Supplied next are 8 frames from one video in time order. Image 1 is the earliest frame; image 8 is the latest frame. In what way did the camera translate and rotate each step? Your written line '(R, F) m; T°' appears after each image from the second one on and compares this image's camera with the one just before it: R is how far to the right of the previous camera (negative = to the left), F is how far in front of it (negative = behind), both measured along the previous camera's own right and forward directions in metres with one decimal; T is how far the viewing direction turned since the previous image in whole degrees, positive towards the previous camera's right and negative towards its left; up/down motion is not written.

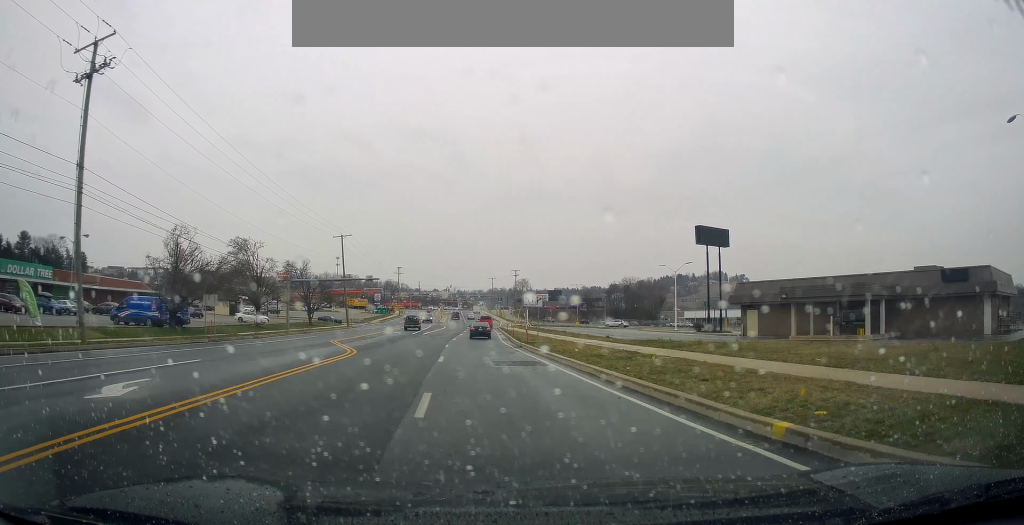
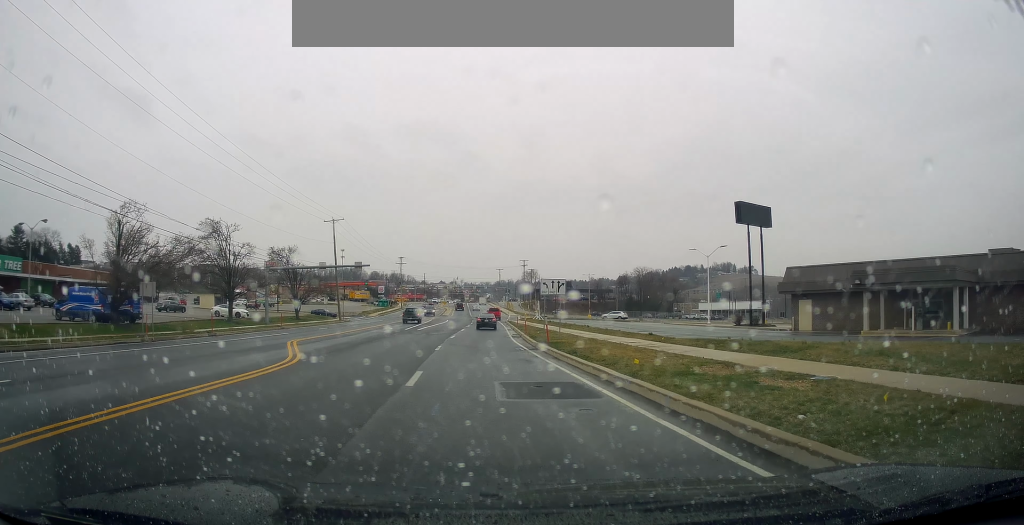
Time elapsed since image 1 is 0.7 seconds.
(0.0, +8.6) m; +1°
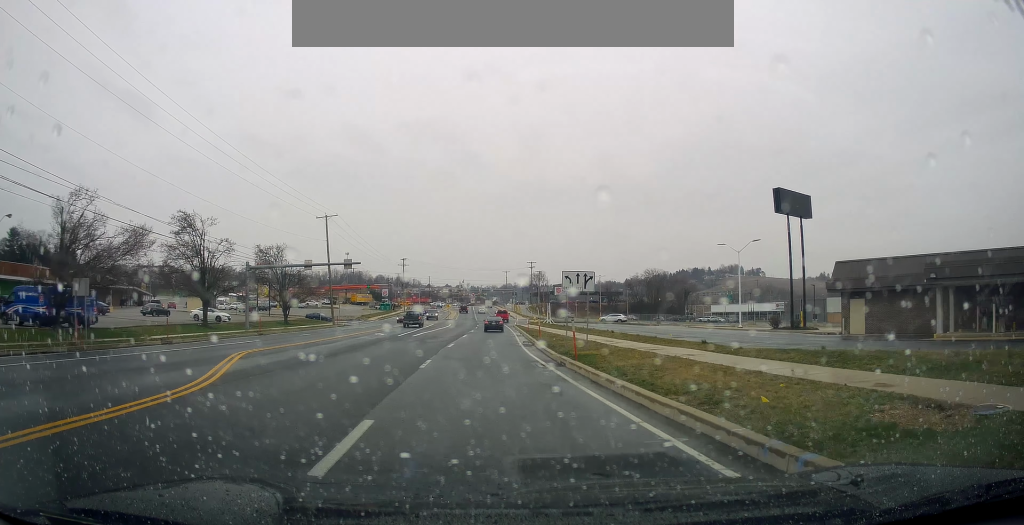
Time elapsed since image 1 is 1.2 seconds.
(0.0, +6.5) m; 0°
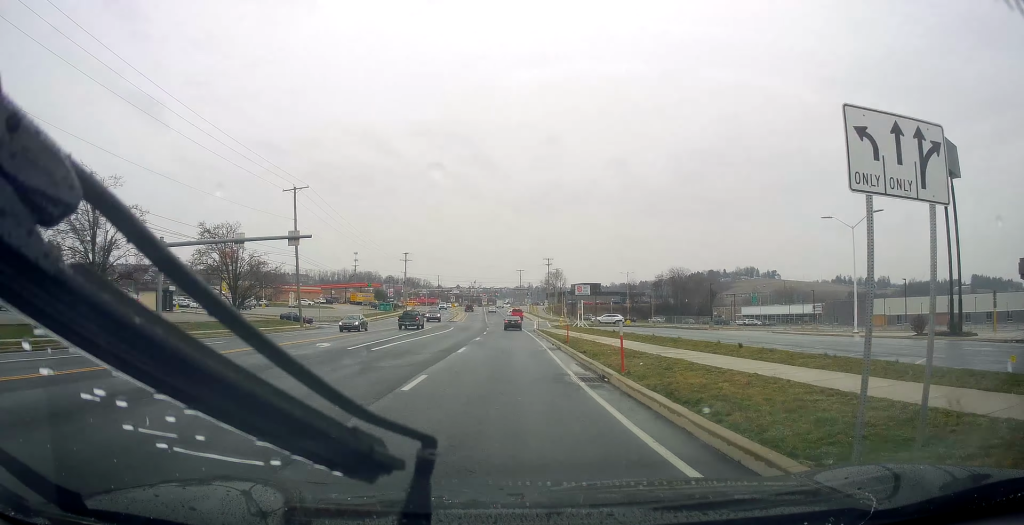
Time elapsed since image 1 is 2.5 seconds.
(-0.1, +17.0) m; -2°
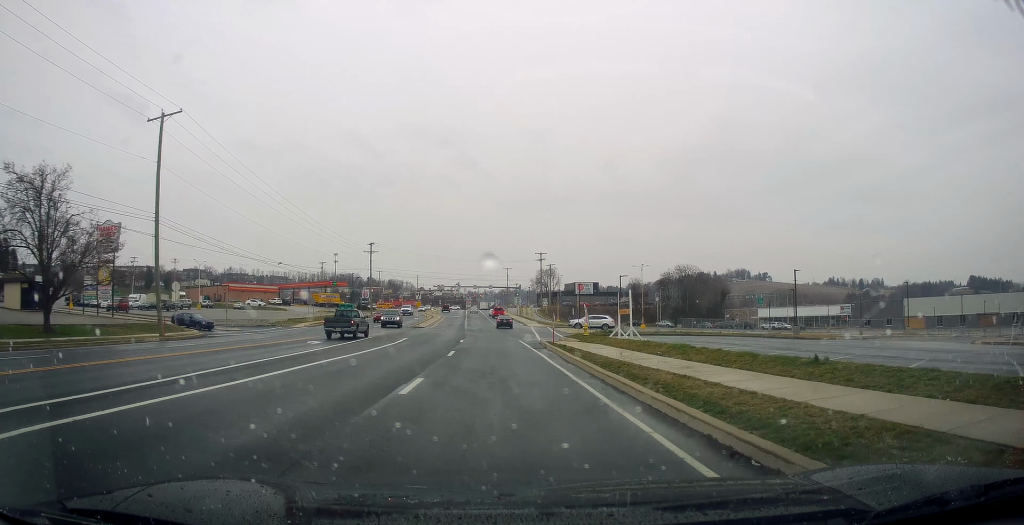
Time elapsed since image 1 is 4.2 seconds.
(-0.3, +24.1) m; 0°
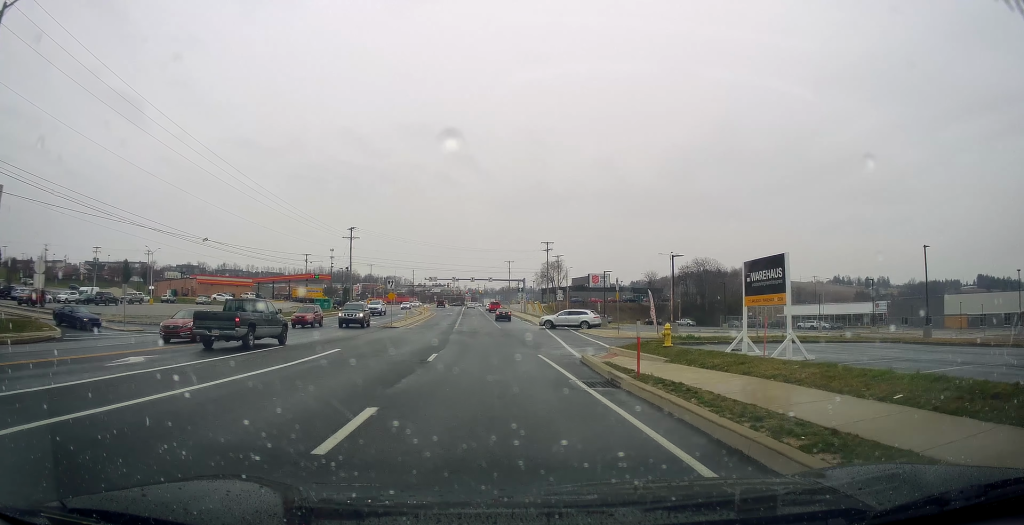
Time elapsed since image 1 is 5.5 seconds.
(-0.1, +17.4) m; 0°
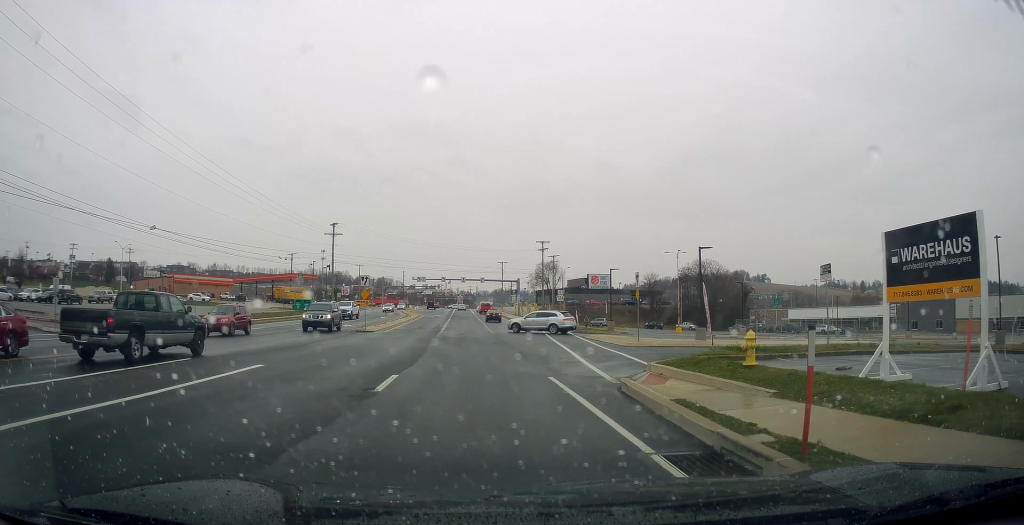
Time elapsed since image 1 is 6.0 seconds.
(-0.2, +7.0) m; +1°
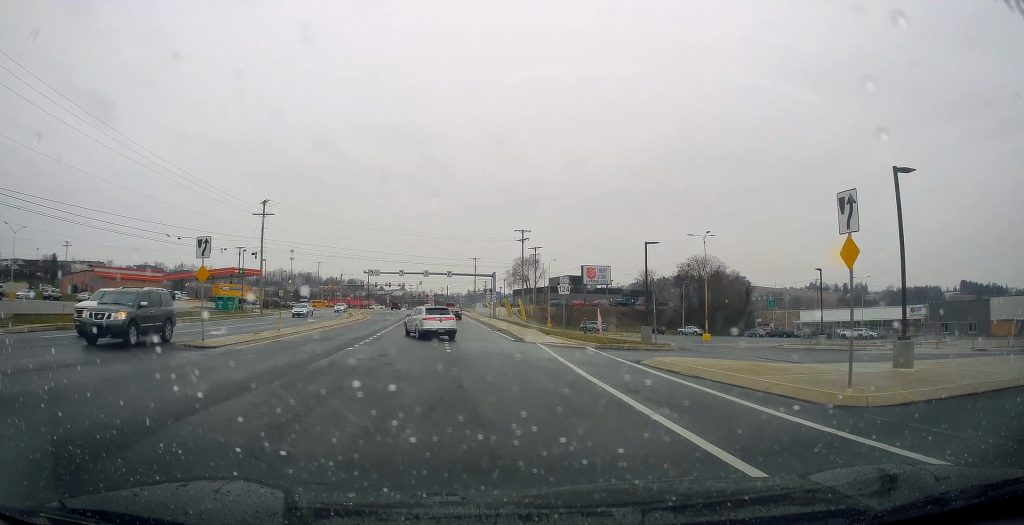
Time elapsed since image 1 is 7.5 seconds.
(+0.7, +20.9) m; +2°
